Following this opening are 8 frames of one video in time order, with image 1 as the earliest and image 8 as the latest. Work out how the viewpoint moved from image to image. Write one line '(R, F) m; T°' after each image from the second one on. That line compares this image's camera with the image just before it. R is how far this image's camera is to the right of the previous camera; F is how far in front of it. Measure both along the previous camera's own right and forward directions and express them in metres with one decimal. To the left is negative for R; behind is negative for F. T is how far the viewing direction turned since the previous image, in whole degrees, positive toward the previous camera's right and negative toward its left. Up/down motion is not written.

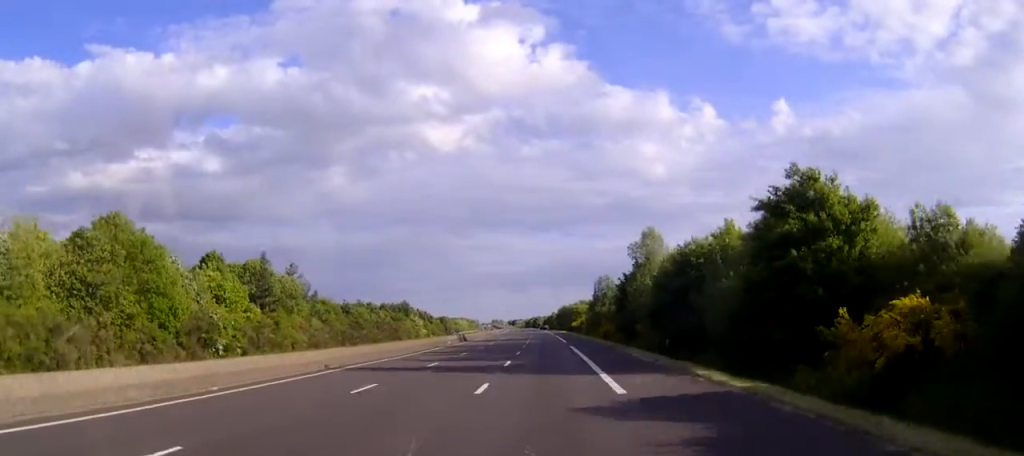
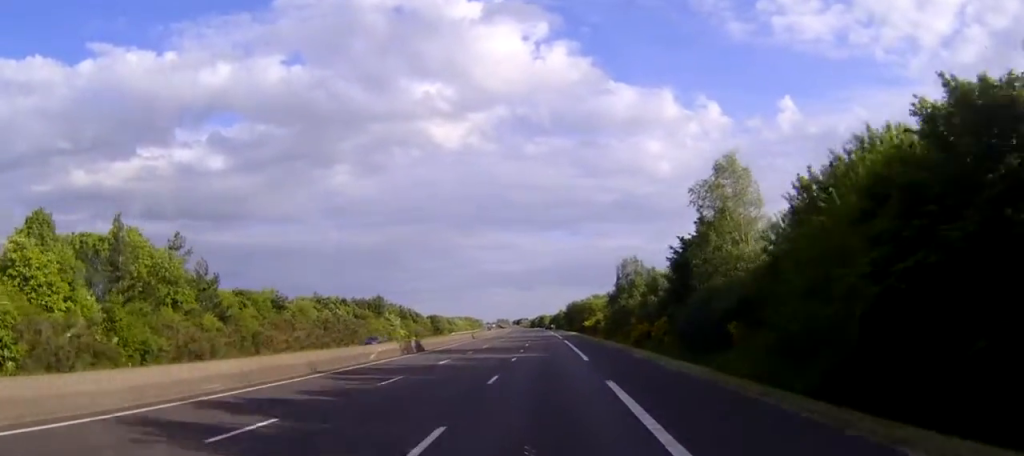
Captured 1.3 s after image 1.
(-0.1, +35.1) m; 0°
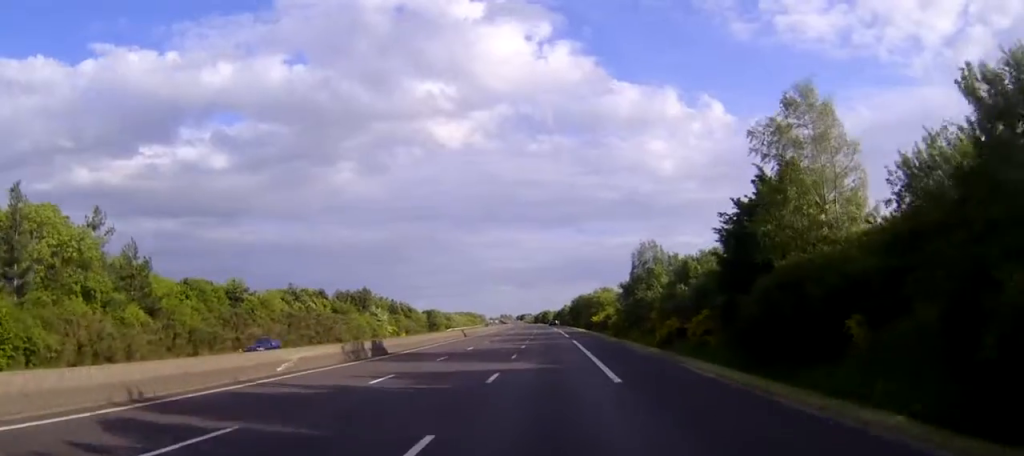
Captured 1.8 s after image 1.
(0.0, +14.8) m; 0°
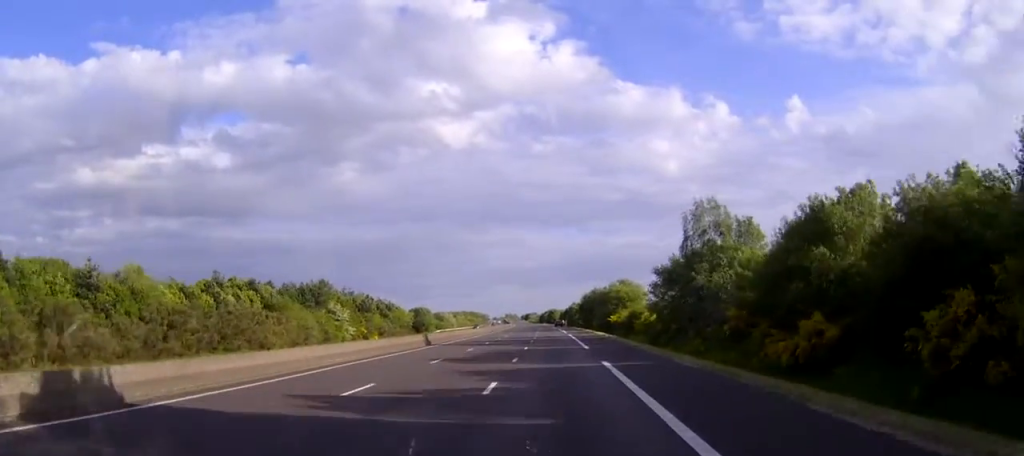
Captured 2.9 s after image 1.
(-0.1, +29.7) m; 0°
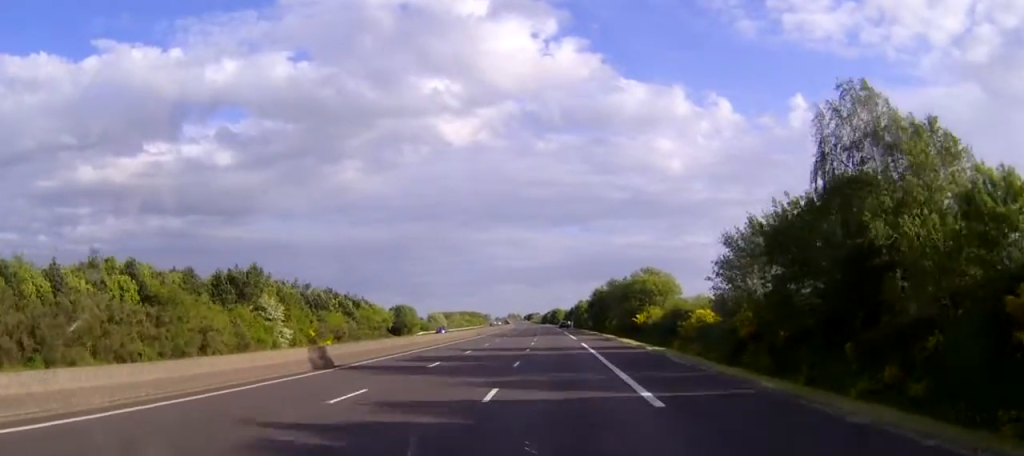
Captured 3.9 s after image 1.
(-0.1, +27.9) m; 0°
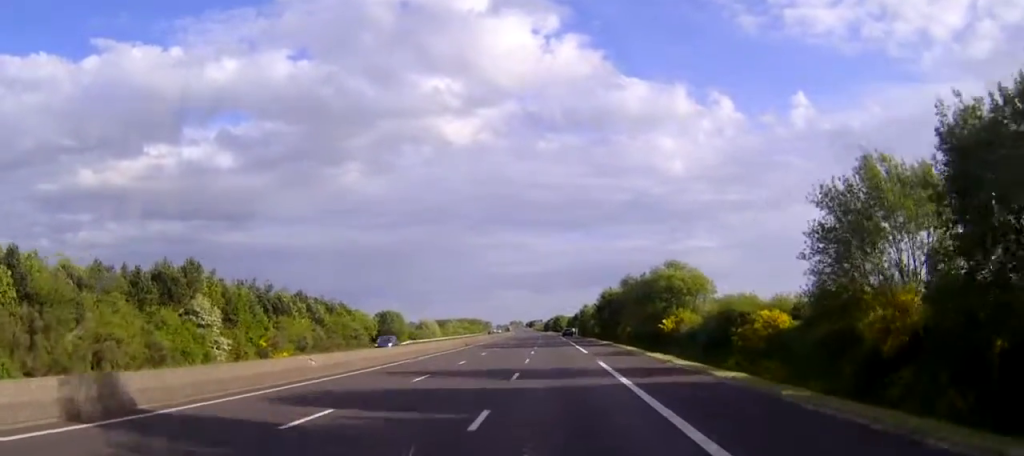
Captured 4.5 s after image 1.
(0.0, +16.6) m; 0°
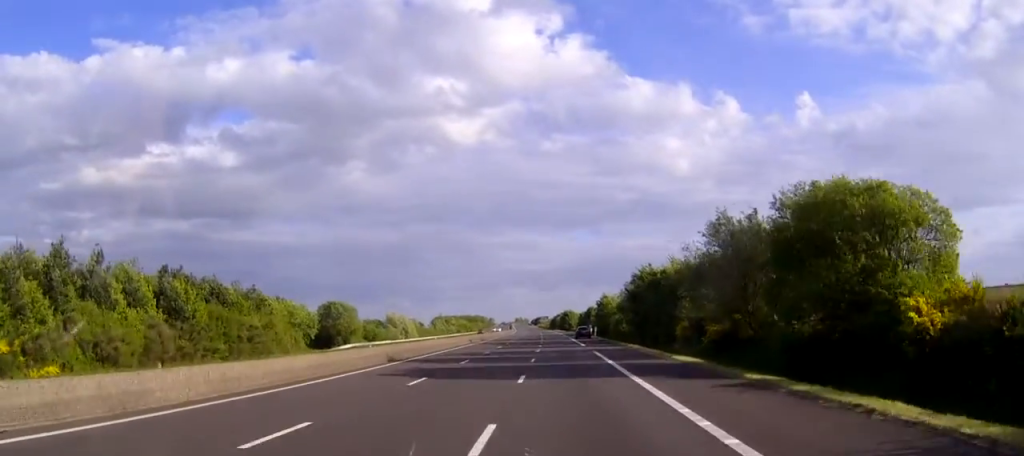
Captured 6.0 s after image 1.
(-0.3, +41.8) m; -1°
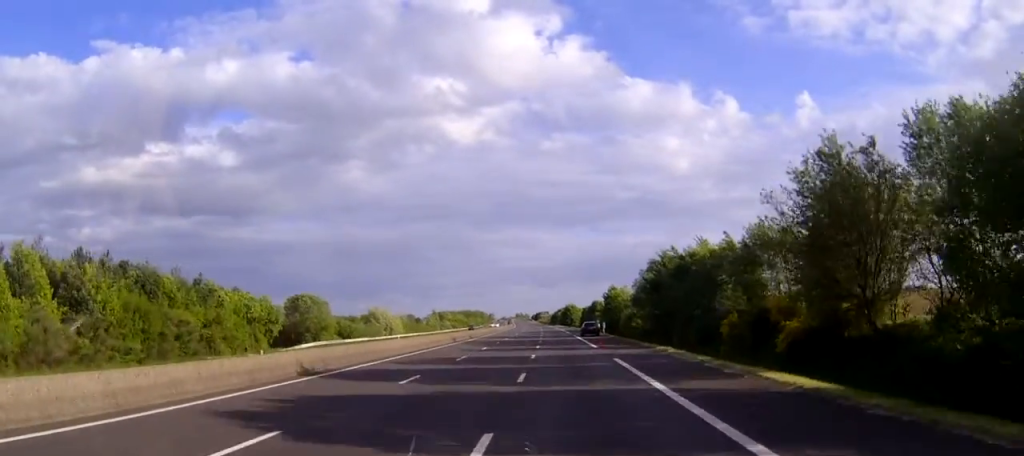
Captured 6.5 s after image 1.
(0.0, +14.9) m; 0°
